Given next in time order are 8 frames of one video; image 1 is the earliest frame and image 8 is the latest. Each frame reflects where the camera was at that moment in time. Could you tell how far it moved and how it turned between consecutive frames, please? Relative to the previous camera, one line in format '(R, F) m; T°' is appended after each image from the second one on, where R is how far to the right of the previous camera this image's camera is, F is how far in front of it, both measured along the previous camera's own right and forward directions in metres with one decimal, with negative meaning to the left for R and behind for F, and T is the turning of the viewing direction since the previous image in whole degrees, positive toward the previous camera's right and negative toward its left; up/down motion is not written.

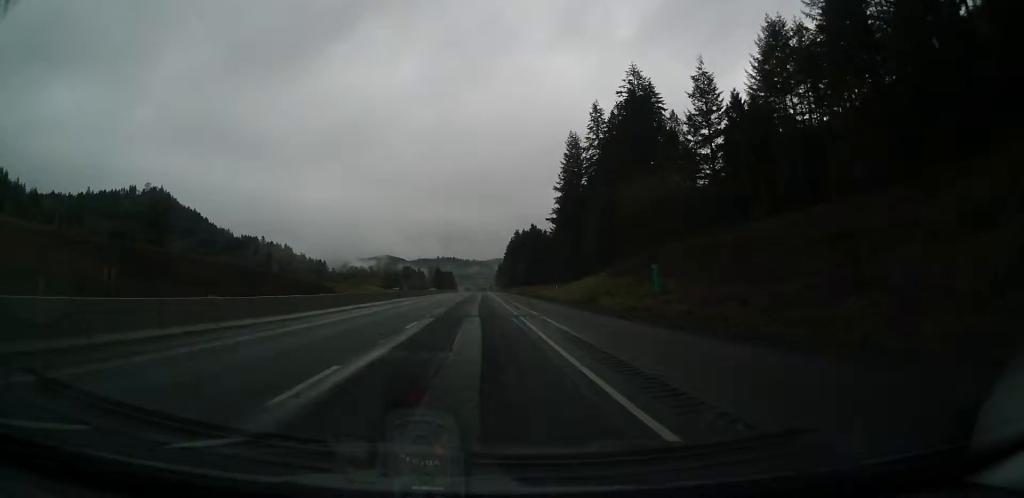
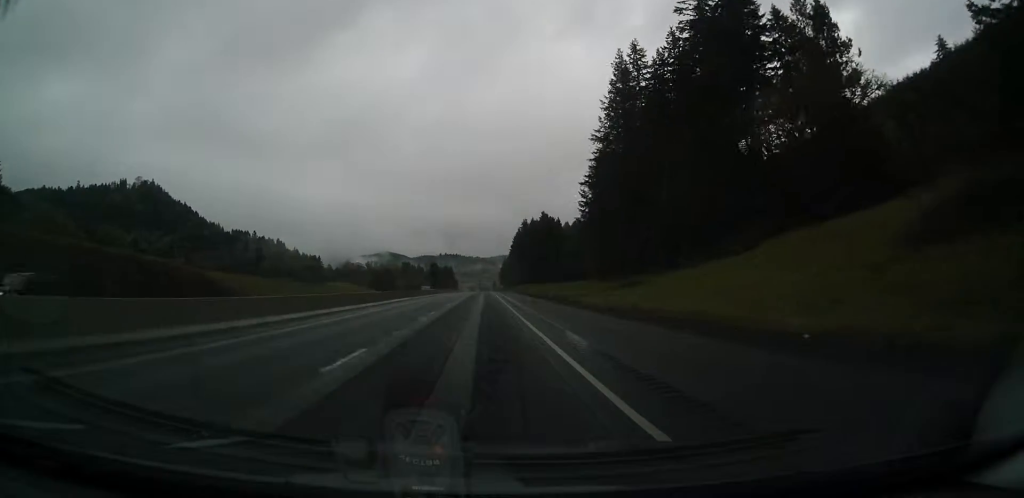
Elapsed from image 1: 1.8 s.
(+0.5, +58.7) m; +1°
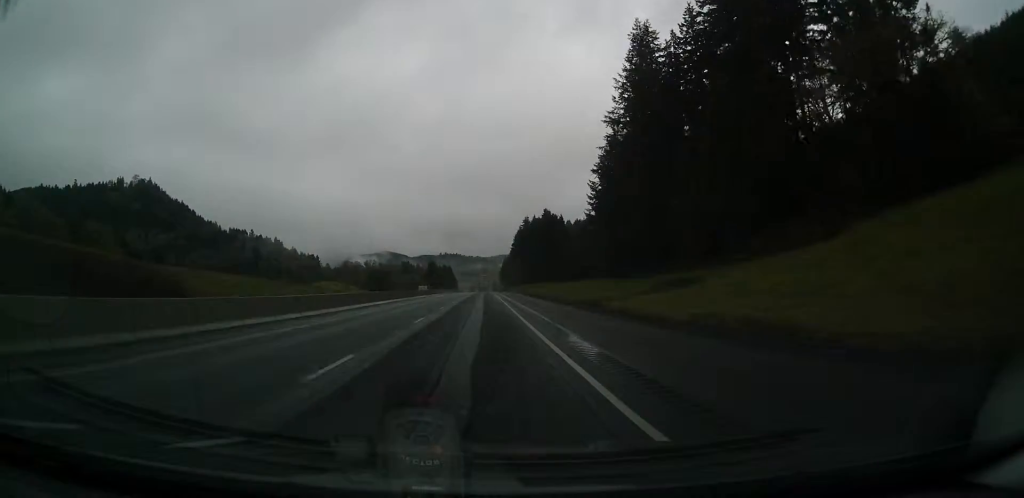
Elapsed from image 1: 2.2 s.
(+0.2, +13.2) m; 0°
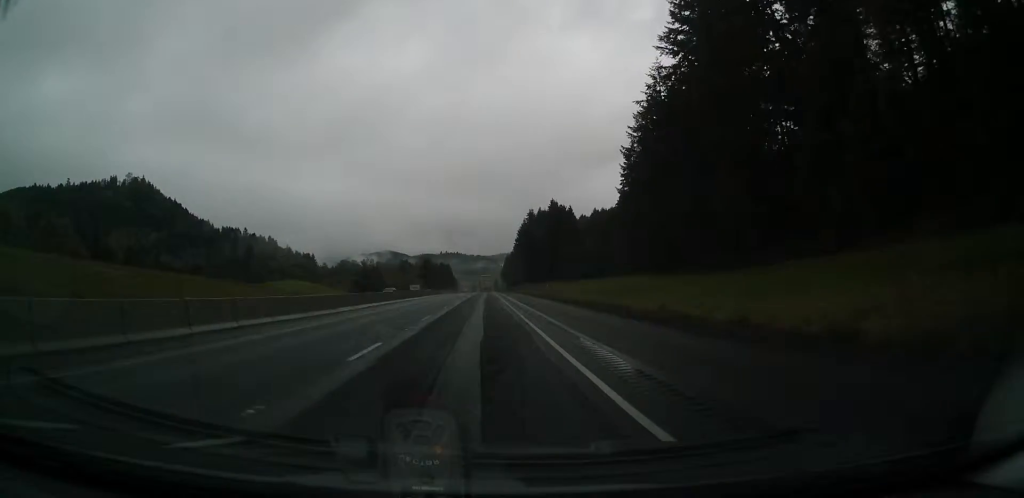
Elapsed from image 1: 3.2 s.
(-0.6, +34.3) m; -1°
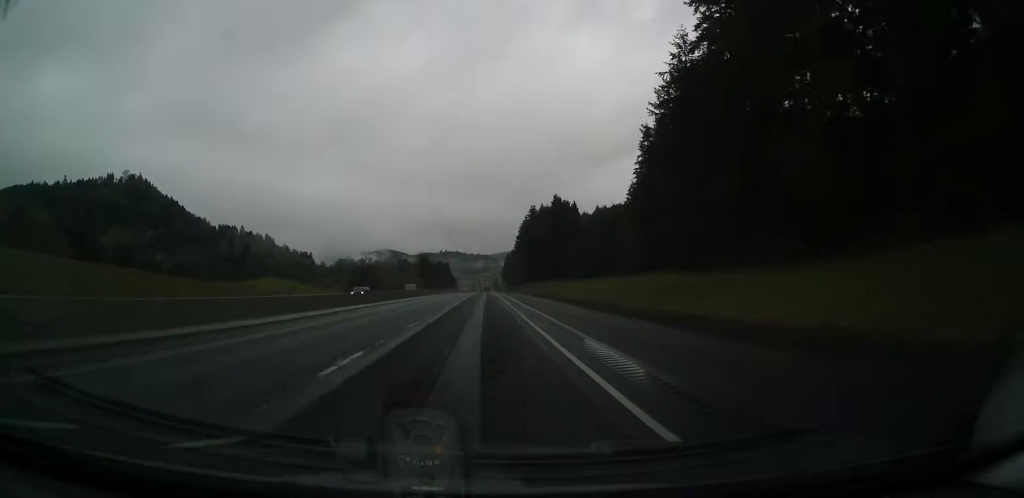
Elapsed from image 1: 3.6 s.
(0.0, +14.3) m; 0°
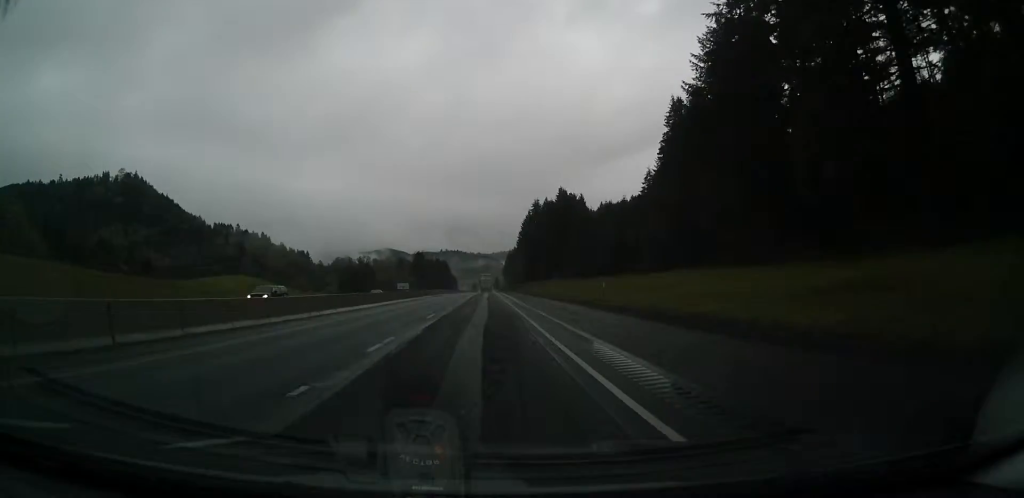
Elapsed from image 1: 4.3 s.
(-0.1, +21.0) m; 0°
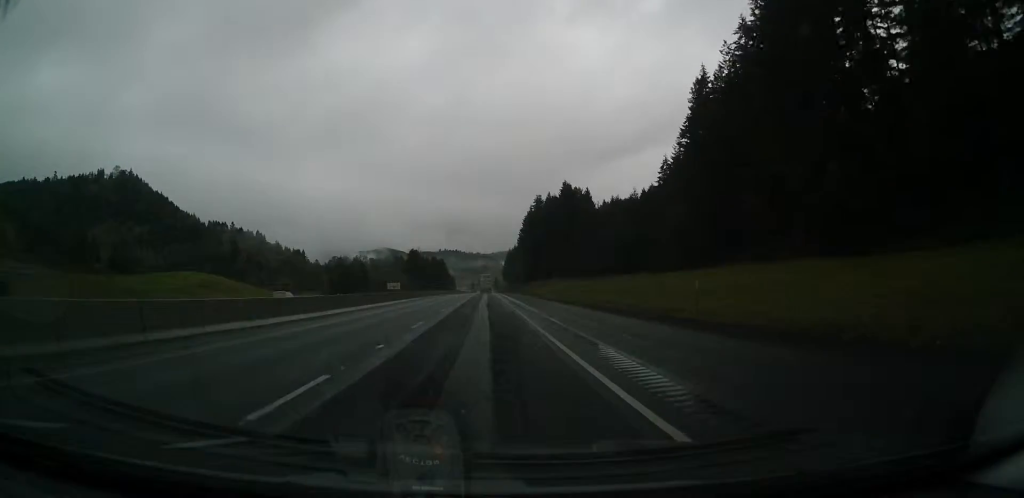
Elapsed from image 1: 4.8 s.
(+0.2, +18.8) m; 0°
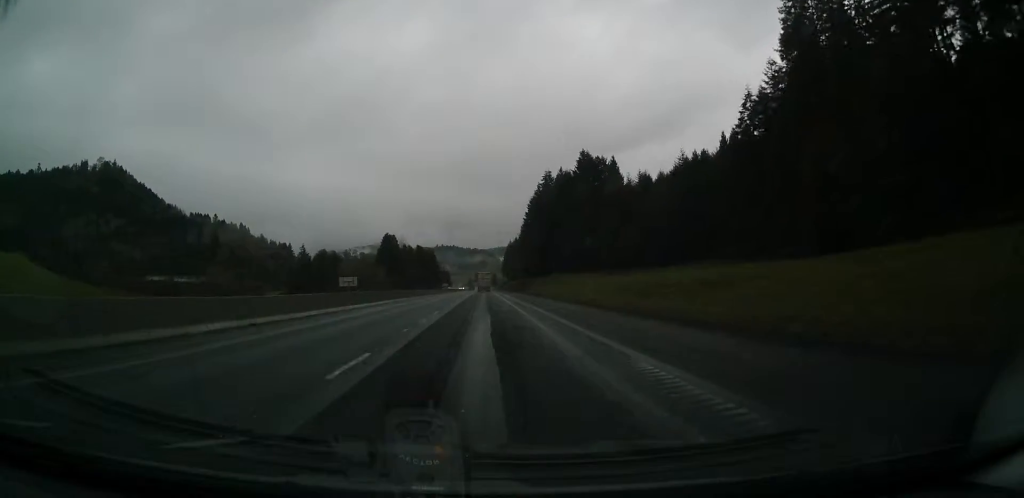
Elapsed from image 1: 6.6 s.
(-0.4, +58.6) m; -1°
